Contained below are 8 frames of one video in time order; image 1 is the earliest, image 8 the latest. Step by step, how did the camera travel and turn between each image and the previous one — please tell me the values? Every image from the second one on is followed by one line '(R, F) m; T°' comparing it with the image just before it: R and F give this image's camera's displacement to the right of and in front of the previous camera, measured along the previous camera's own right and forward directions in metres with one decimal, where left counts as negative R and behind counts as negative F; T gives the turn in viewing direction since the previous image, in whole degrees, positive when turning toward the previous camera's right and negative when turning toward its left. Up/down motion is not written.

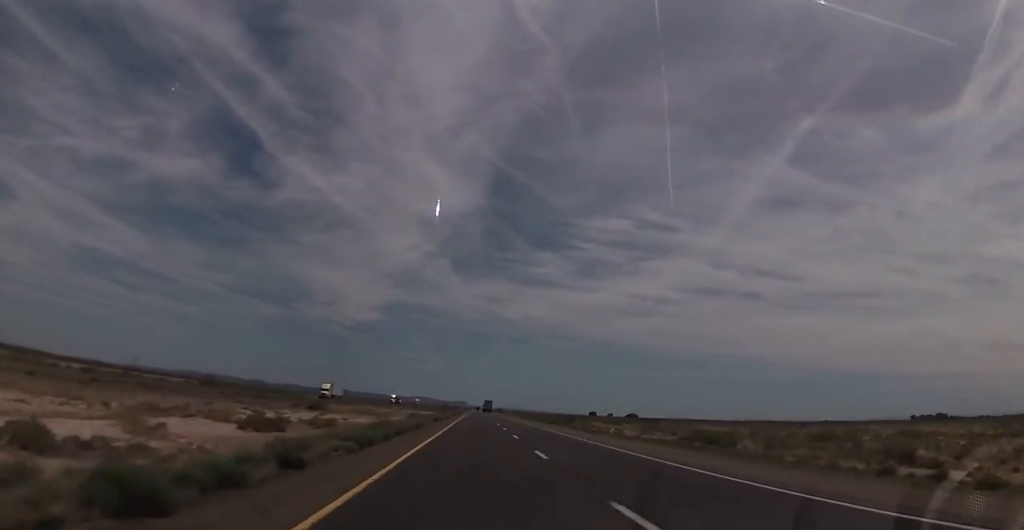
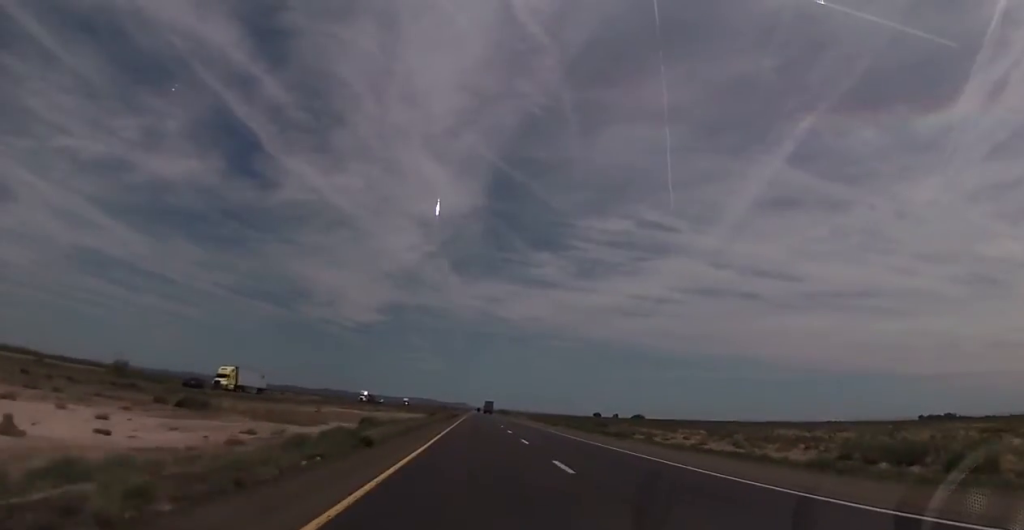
(+0.3, +41.1) m; 0°
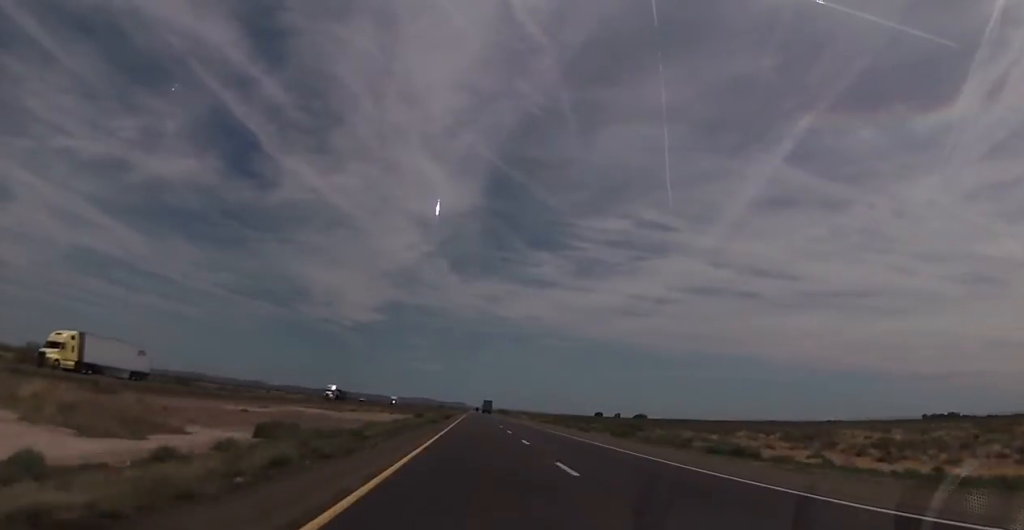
(+0.1, +25.3) m; 0°
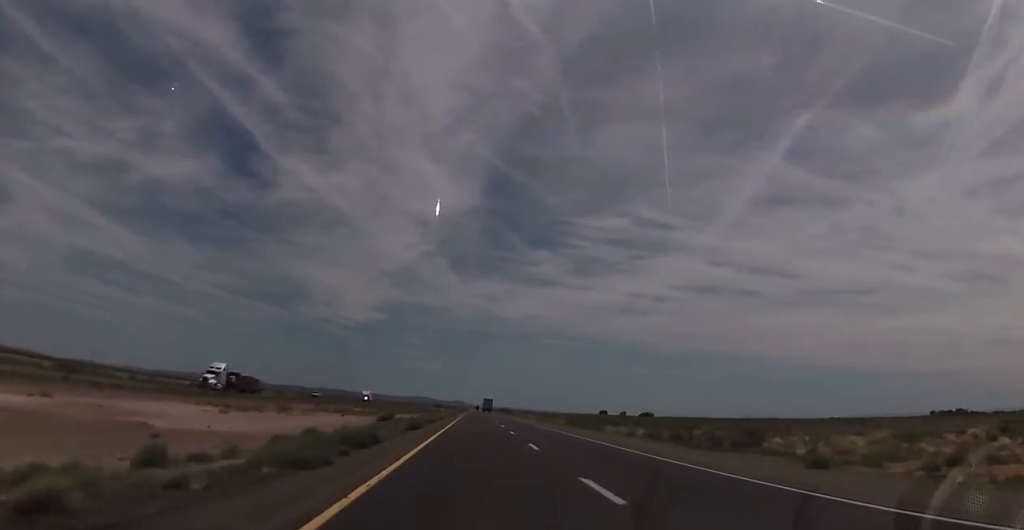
(-0.5, +41.0) m; 0°
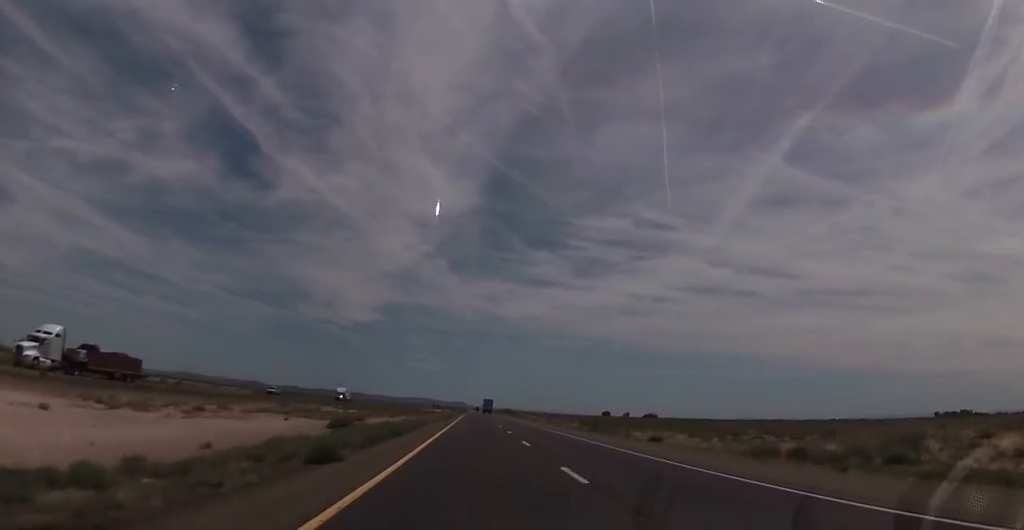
(-0.1, +21.7) m; +1°
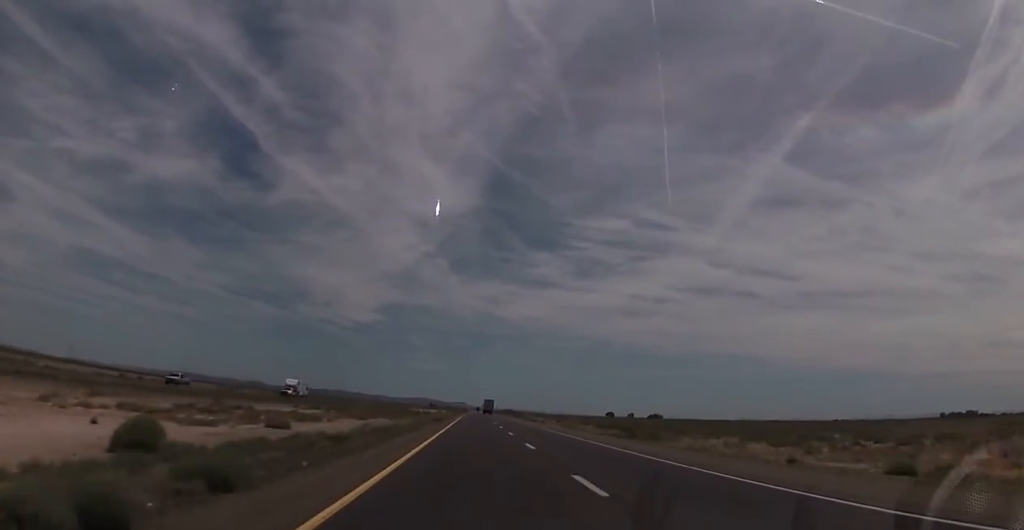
(+0.4, +26.6) m; 0°
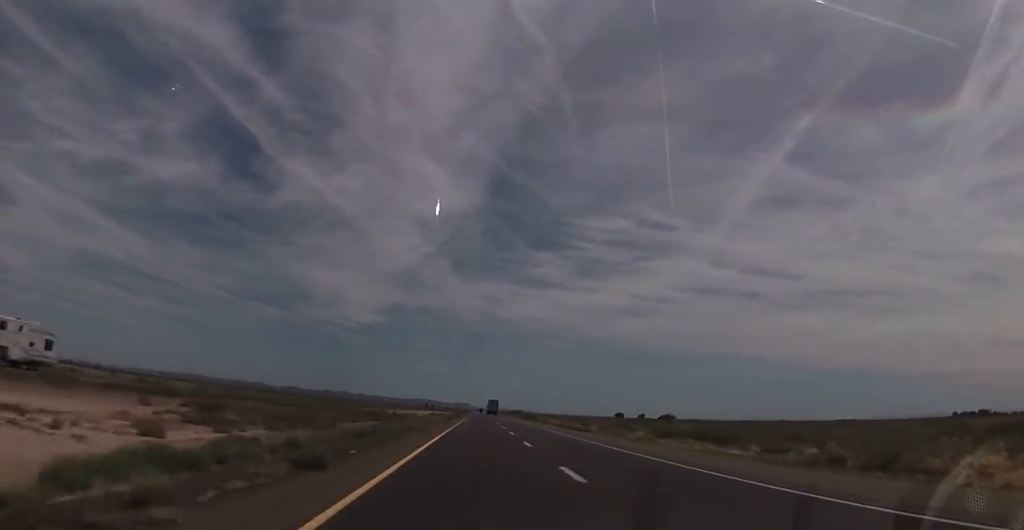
(-0.5, +47.1) m; -1°
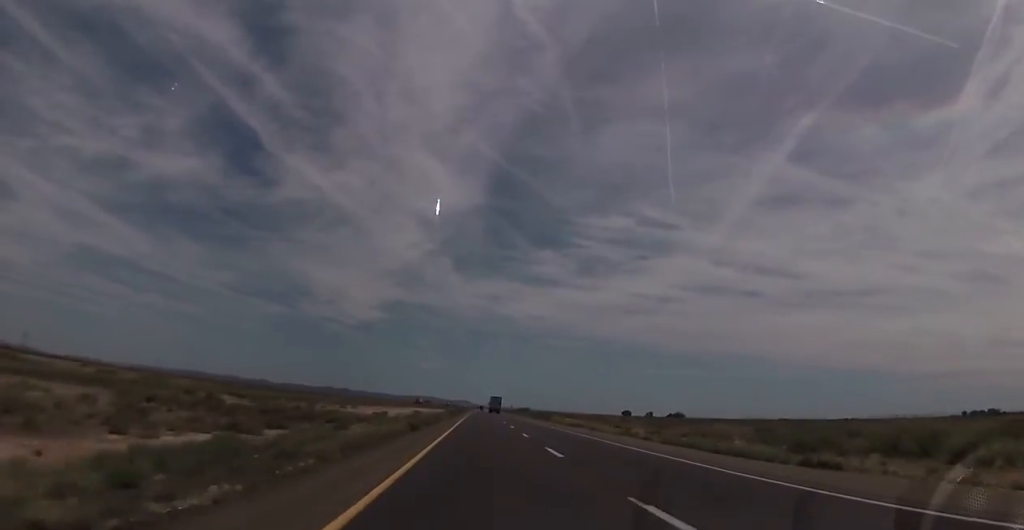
(0.0, +43.5) m; 0°
